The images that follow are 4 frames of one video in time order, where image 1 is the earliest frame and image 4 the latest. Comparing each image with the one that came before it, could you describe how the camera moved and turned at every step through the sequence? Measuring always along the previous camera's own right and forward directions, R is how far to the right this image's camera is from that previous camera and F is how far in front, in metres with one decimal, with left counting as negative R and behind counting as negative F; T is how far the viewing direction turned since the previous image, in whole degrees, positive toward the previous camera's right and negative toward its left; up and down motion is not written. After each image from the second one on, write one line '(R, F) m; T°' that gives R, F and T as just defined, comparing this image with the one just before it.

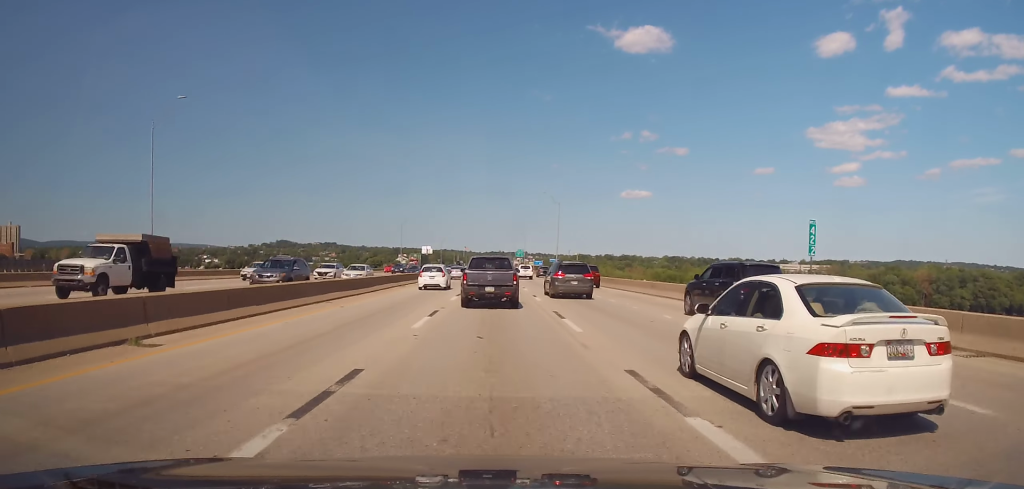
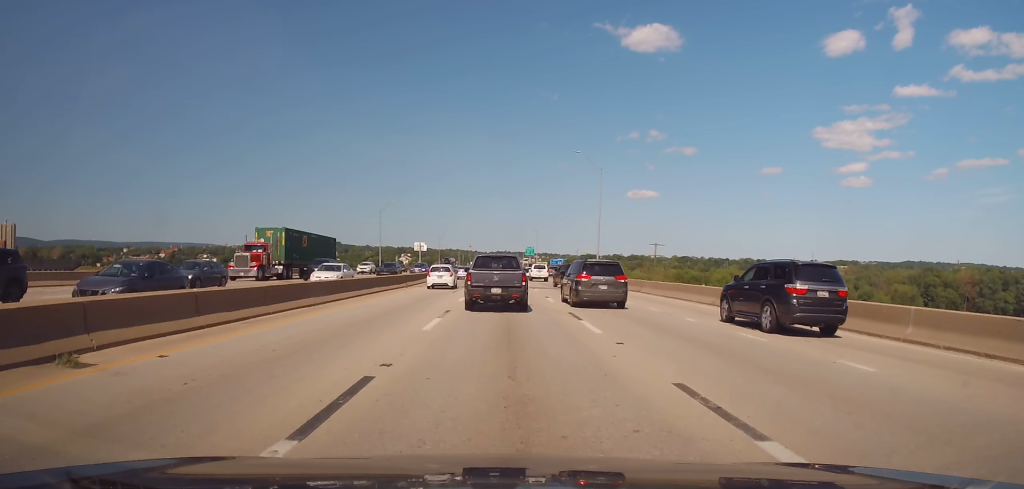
(+0.5, +36.8) m; +2°
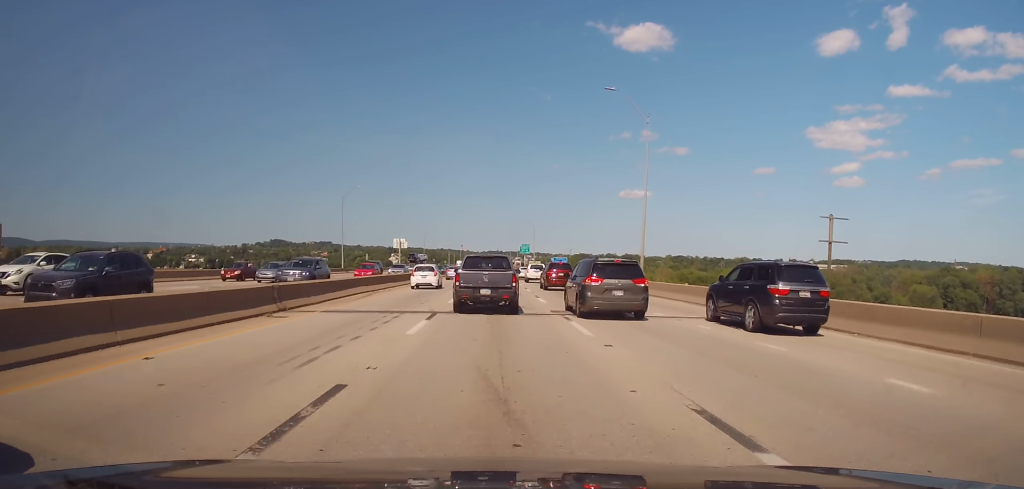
(-0.1, +24.6) m; 0°
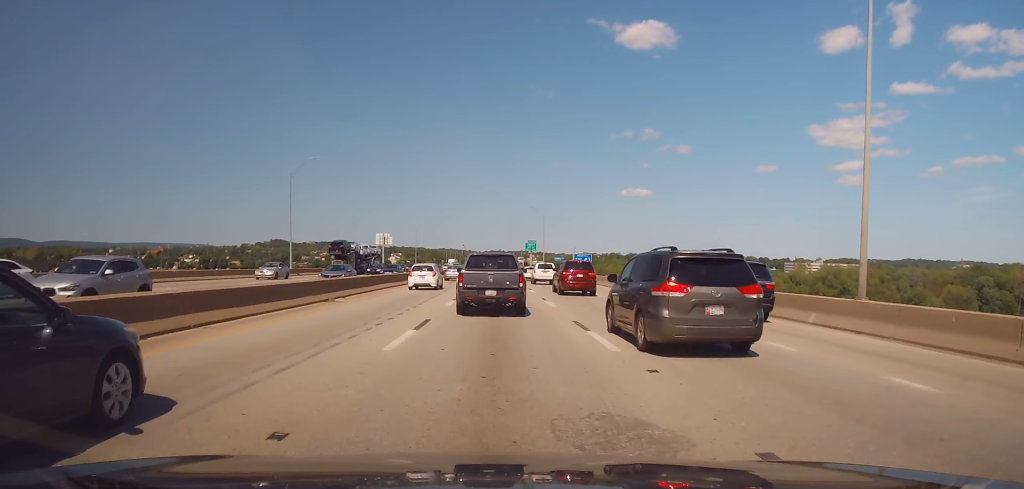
(+0.1, +26.9) m; +1°
